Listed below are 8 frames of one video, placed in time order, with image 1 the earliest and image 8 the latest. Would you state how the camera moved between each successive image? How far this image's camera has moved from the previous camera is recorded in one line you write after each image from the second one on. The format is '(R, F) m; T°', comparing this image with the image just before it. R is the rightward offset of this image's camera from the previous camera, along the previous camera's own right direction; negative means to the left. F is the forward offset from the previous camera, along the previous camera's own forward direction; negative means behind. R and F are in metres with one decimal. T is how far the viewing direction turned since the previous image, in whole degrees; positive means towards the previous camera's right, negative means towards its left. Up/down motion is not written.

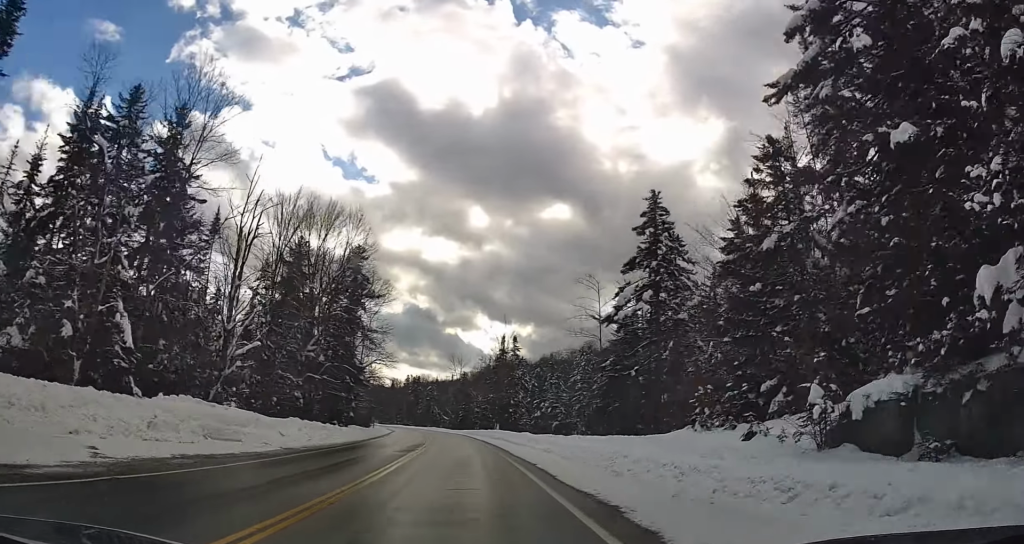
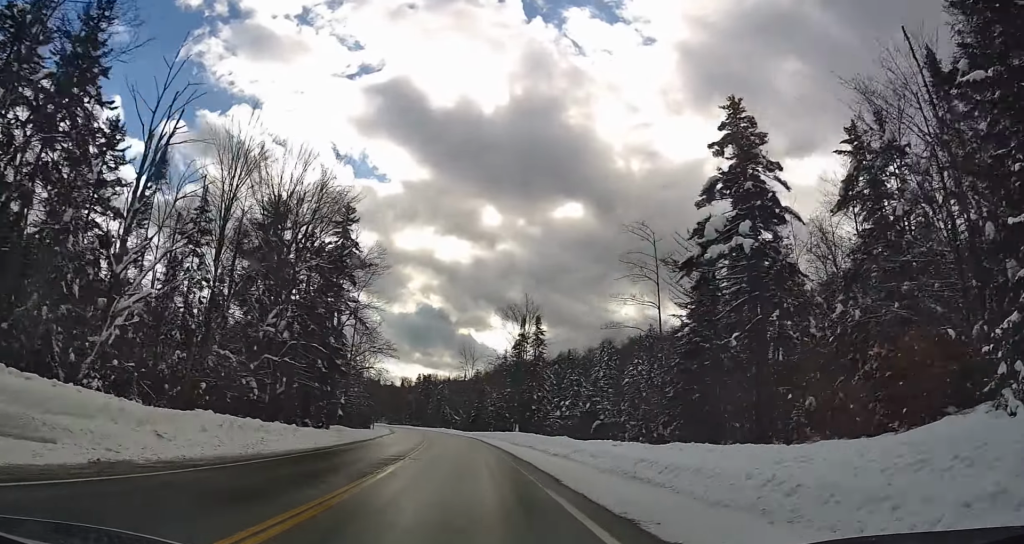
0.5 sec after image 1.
(+0.1, +12.3) m; -2°
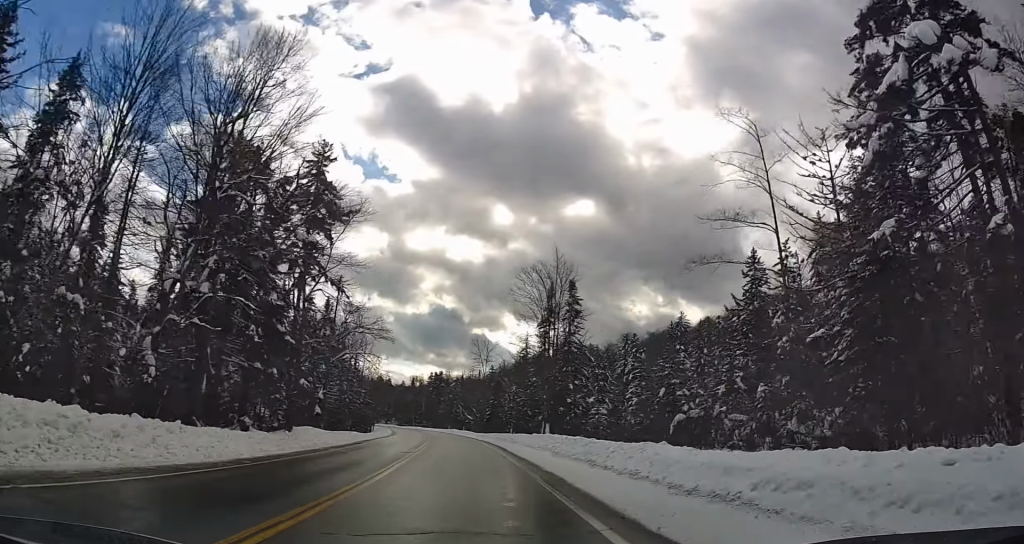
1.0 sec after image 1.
(-0.6, +13.2) m; -1°
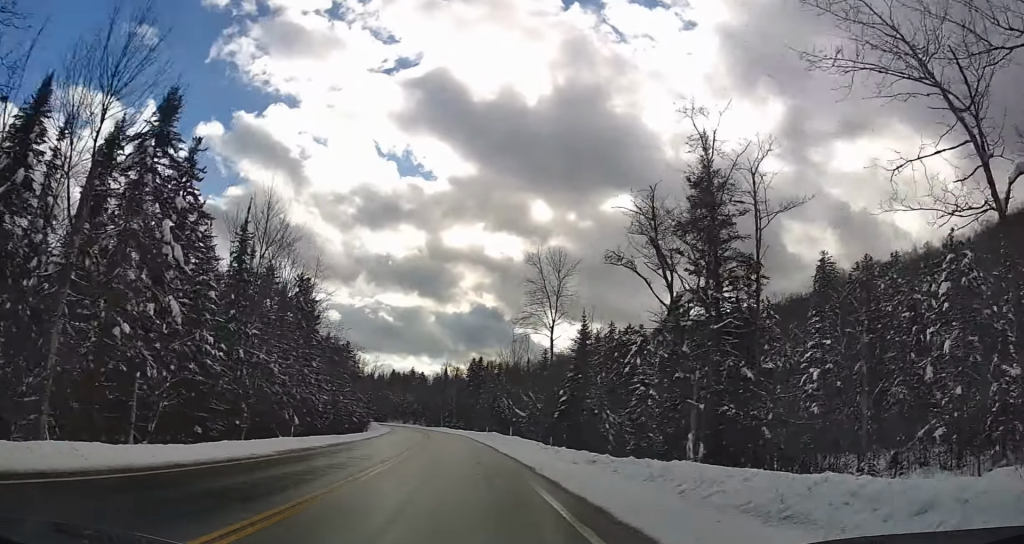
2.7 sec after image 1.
(-1.0, +45.2) m; -4°
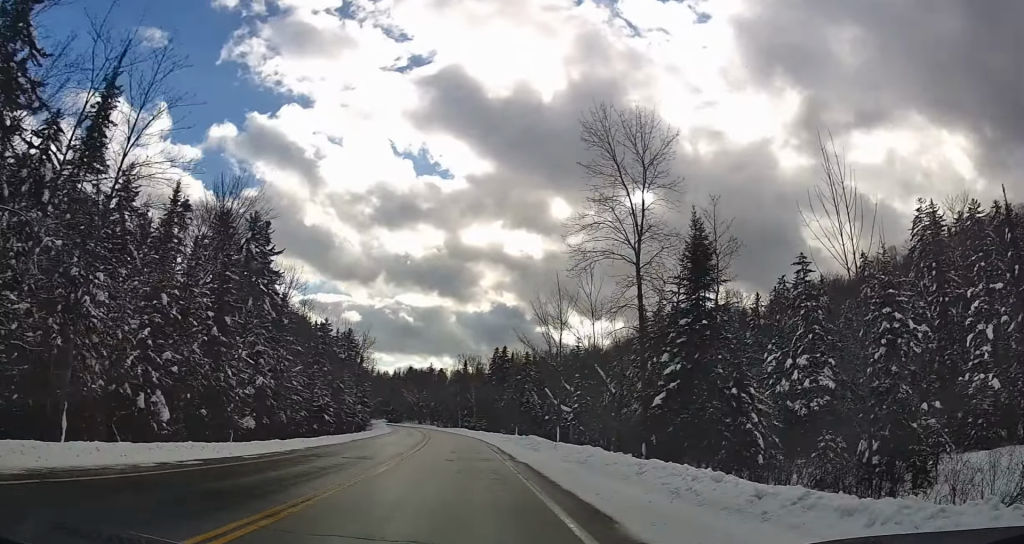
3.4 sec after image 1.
(-0.9, +20.4) m; -2°
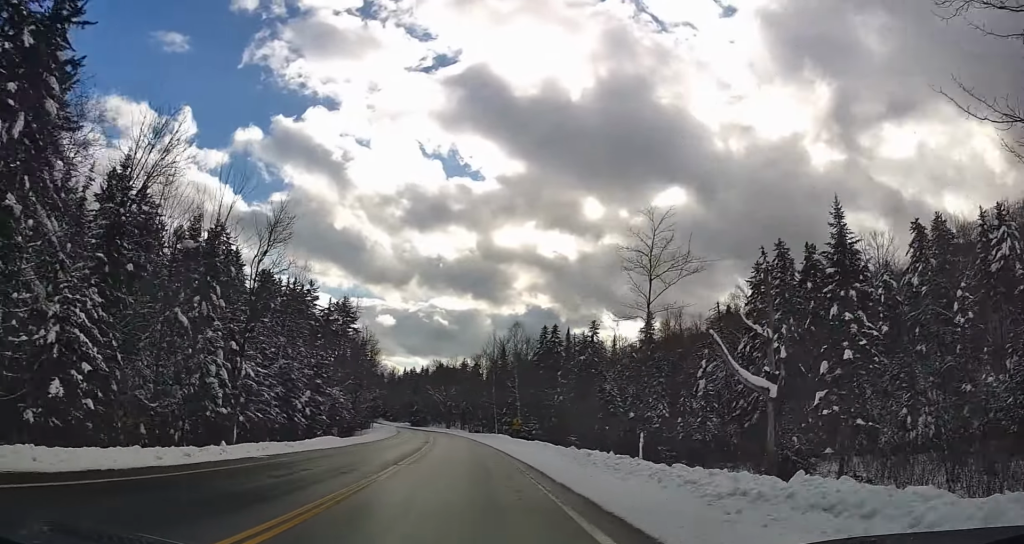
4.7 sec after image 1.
(-0.3, +33.9) m; -2°
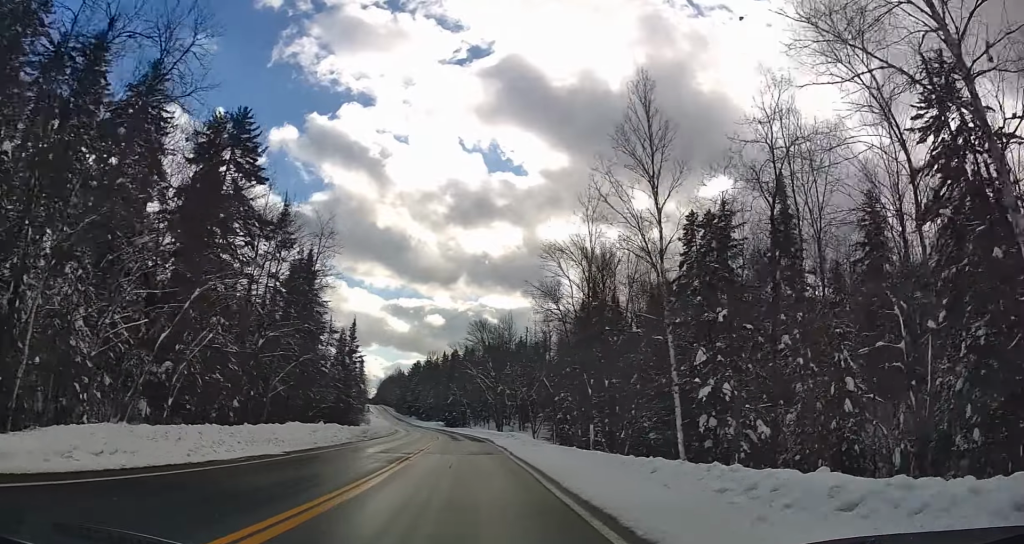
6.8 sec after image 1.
(-5.1, +57.3) m; -9°
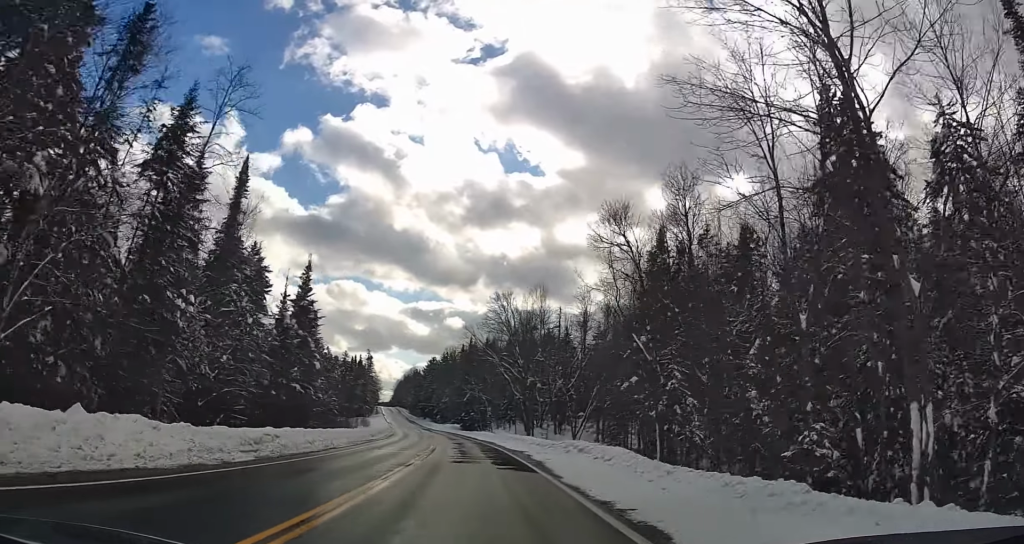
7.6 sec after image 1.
(-0.5, +21.7) m; -1°
